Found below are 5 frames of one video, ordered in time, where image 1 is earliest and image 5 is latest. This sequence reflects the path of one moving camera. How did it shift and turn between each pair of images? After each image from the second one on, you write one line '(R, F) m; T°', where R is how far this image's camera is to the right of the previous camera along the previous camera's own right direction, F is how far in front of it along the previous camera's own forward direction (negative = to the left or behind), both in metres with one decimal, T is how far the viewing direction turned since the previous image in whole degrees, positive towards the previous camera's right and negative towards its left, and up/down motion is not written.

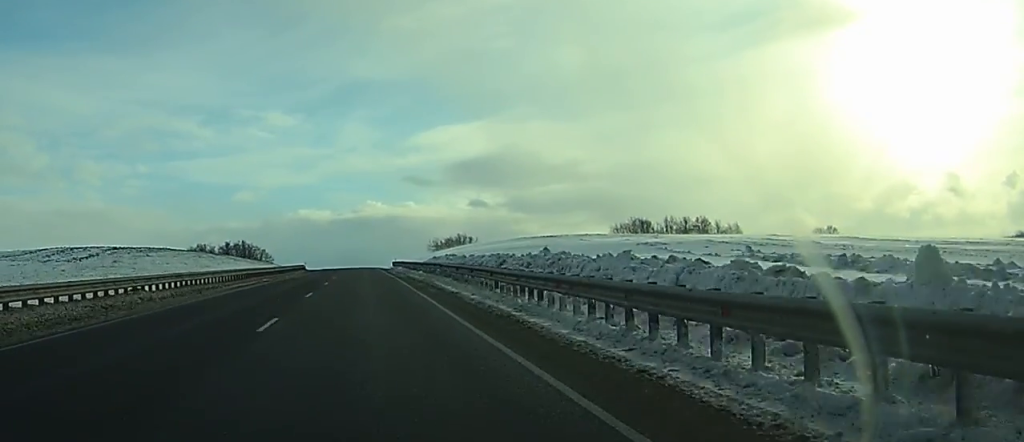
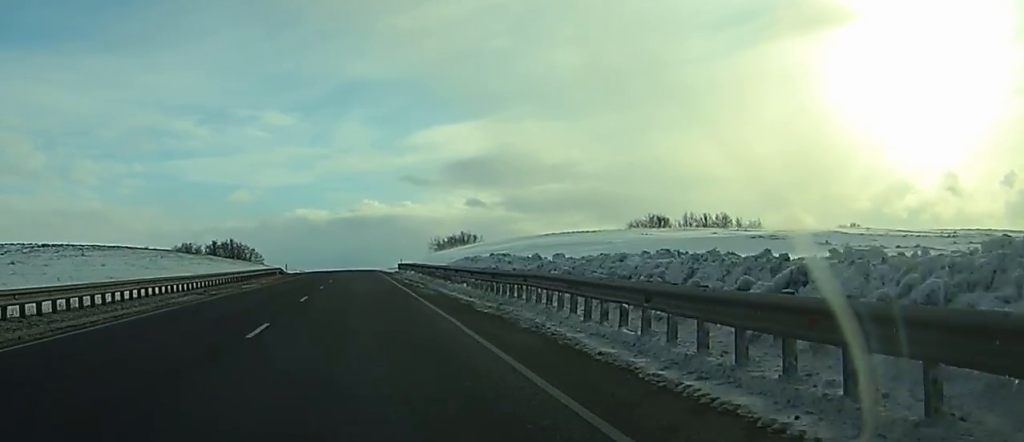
(+0.1, +25.0) m; 0°
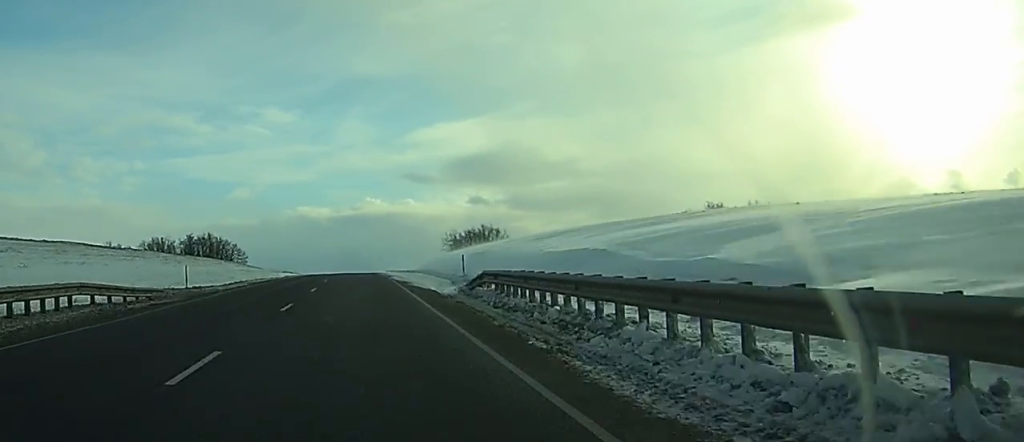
(+0.2, +54.2) m; 0°
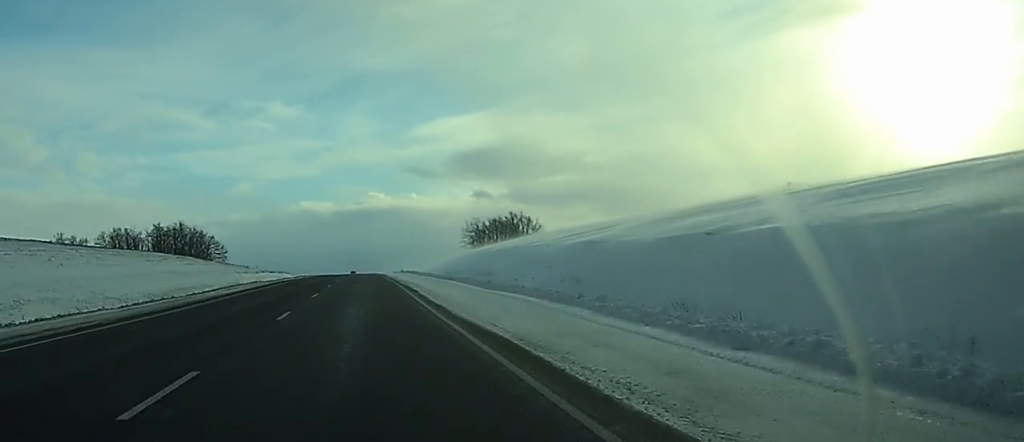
(-0.1, +50.9) m; 0°
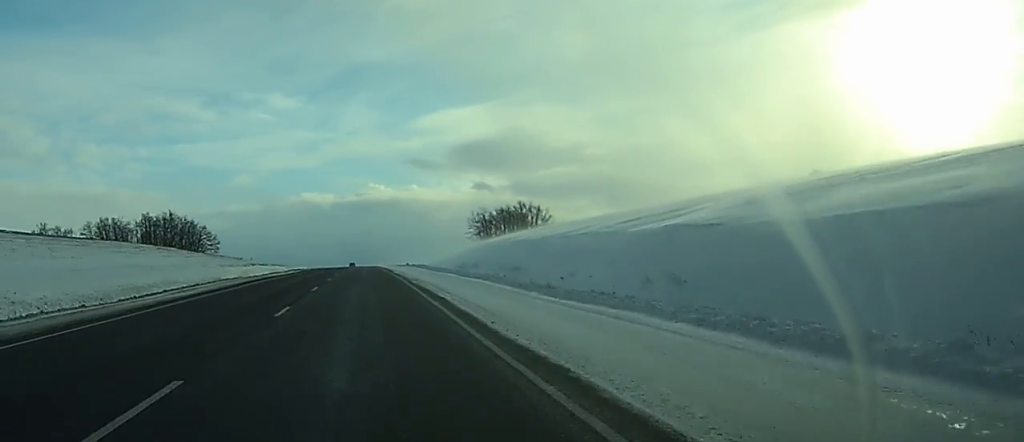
(0.0, +13.2) m; 0°
